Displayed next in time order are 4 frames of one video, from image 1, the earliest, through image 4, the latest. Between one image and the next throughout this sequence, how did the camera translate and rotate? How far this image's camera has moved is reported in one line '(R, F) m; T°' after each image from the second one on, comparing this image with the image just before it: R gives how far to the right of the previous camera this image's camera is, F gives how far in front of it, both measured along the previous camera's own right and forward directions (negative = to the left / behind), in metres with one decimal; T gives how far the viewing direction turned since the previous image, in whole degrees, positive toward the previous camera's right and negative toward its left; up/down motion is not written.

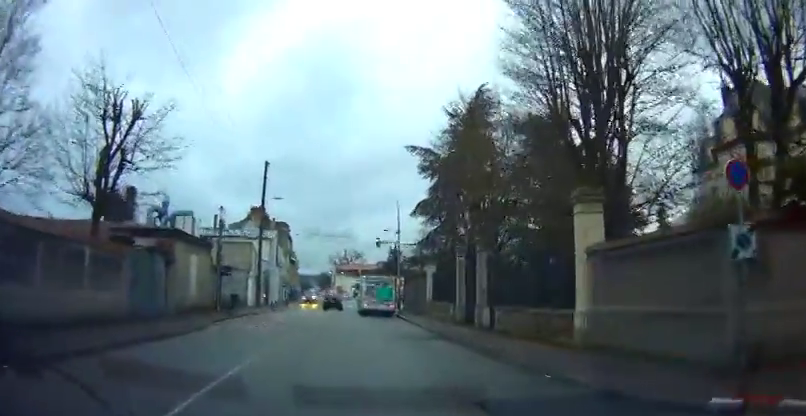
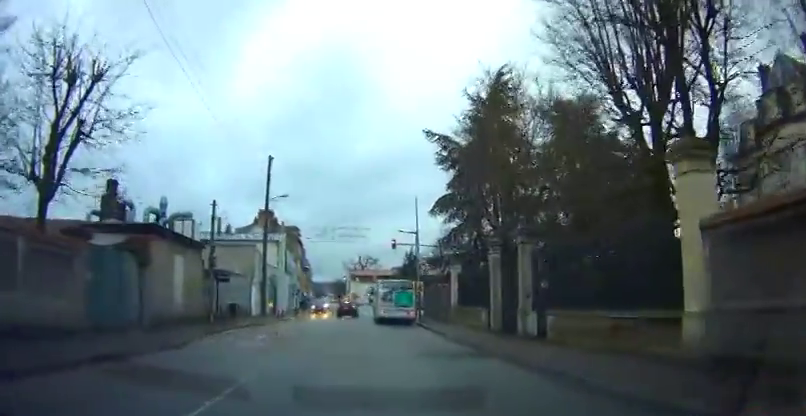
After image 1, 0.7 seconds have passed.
(+0.1, +3.8) m; 0°
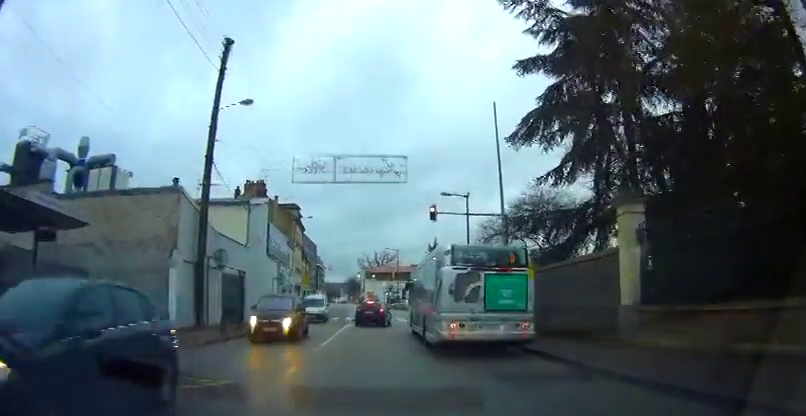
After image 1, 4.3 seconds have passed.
(-0.5, +18.1) m; -3°
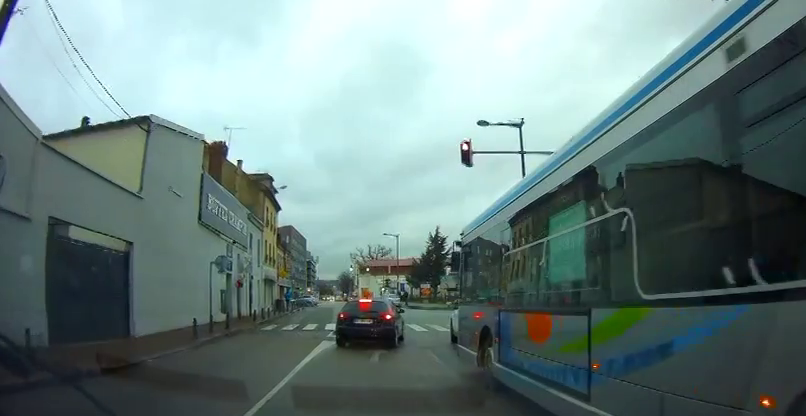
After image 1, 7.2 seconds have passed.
(+0.2, +14.2) m; +2°
